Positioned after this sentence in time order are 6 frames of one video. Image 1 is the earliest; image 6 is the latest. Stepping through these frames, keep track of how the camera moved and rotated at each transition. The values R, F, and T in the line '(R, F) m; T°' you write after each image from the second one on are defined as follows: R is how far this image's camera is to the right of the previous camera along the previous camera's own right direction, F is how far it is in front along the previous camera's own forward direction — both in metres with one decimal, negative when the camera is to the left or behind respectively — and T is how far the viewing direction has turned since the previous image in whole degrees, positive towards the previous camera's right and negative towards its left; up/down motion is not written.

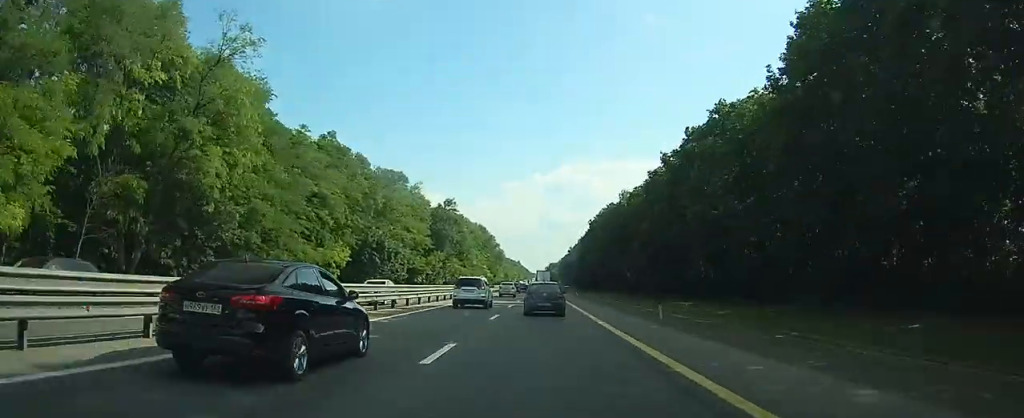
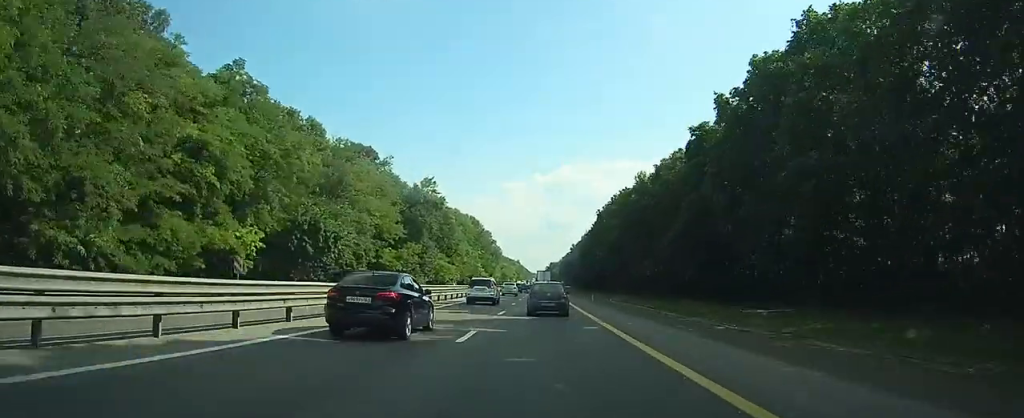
(+0.1, +18.3) m; 0°
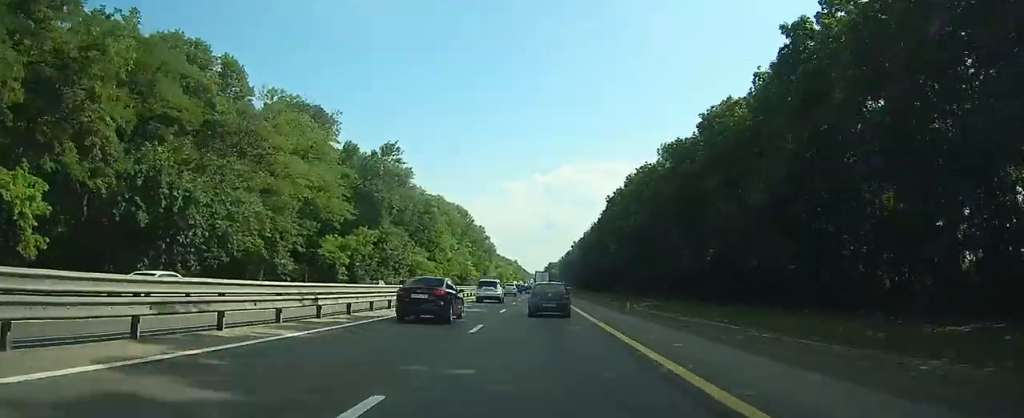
(+0.1, +15.4) m; 0°
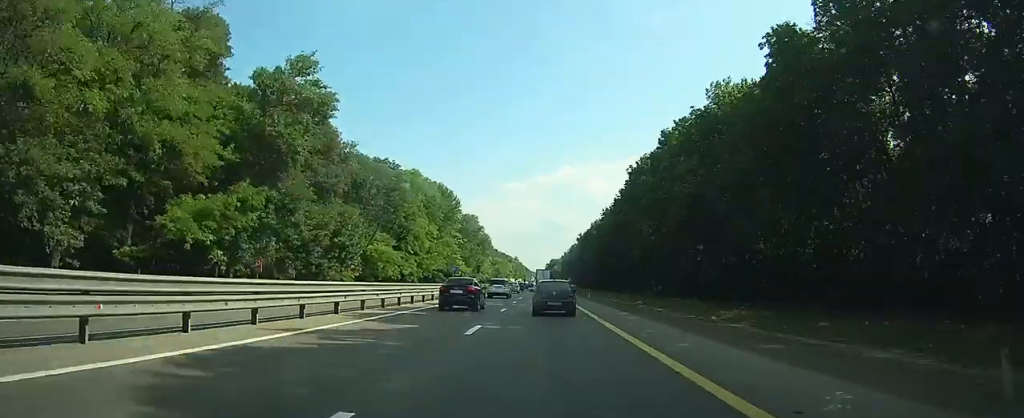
(0.0, +11.5) m; 0°
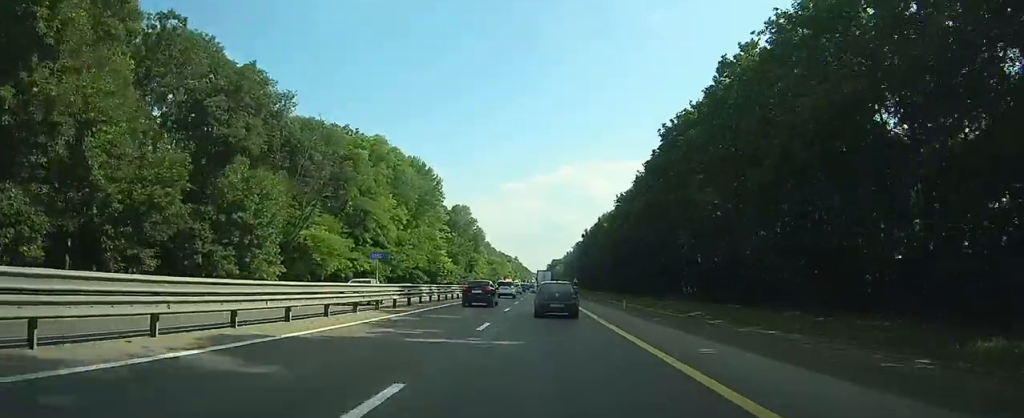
(0.0, +6.2) m; -3°
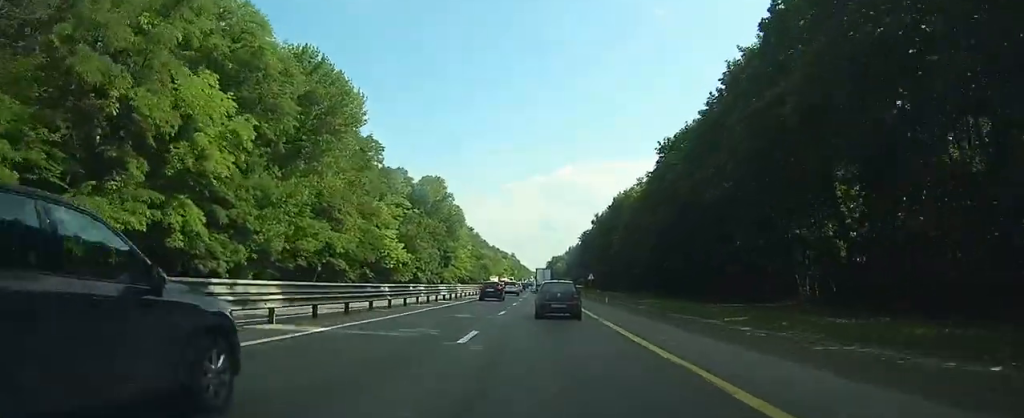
(-0.3, +16.3) m; +1°
